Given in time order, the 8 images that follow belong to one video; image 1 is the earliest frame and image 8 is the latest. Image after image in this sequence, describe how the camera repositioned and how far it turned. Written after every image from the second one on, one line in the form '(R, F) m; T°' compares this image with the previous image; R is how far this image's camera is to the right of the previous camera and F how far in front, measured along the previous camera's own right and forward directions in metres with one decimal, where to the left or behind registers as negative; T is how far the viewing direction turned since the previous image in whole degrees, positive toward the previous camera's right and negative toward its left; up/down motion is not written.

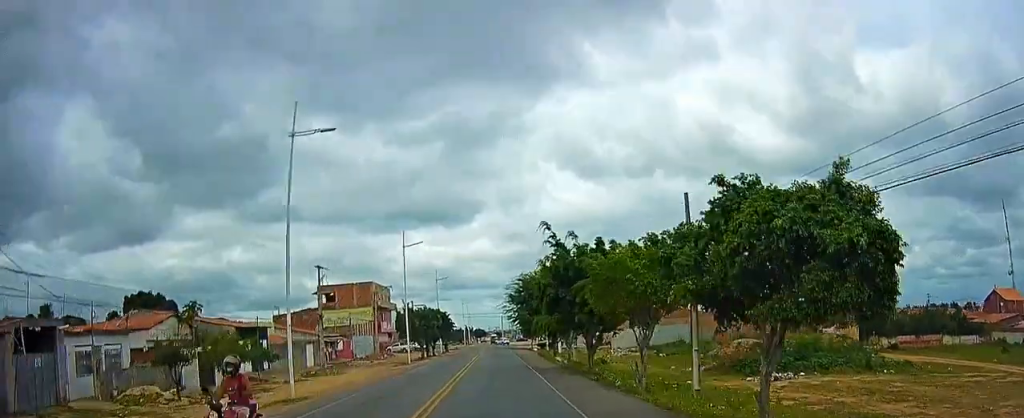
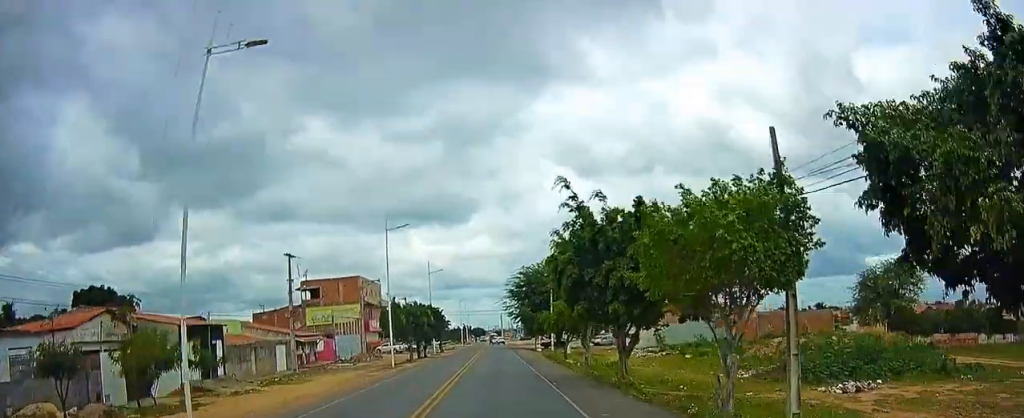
(+0.1, +8.2) m; +1°
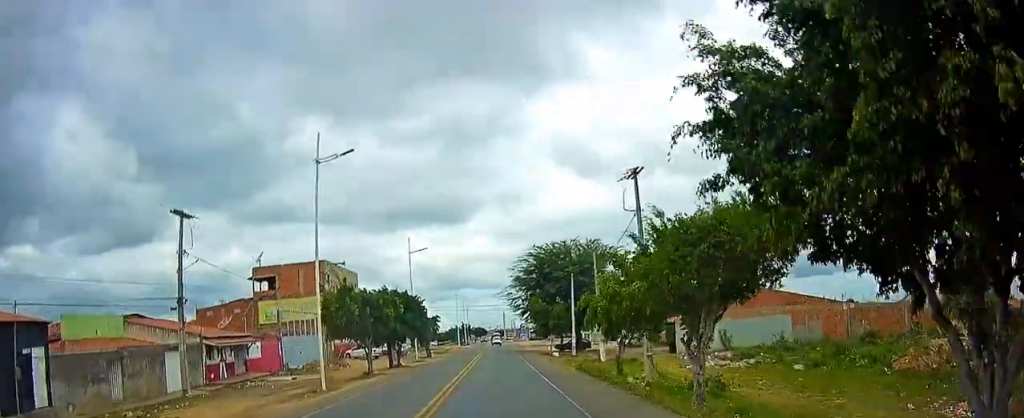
(+0.2, +18.7) m; 0°
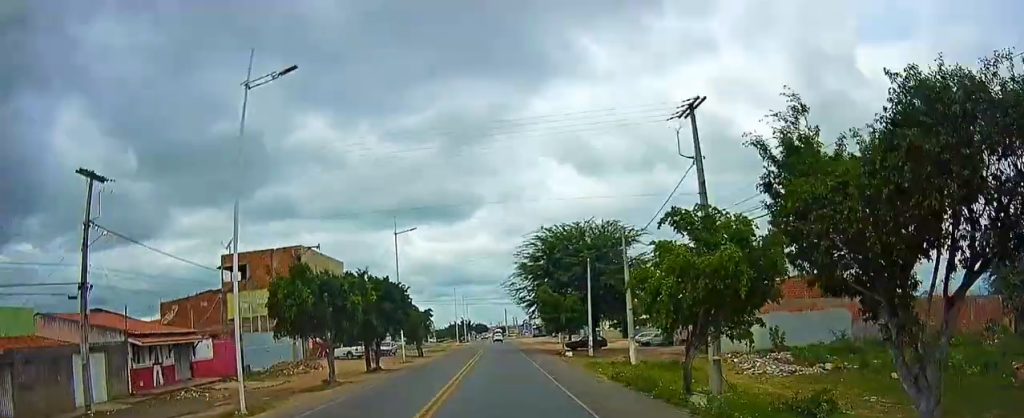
(-0.1, +8.9) m; -1°
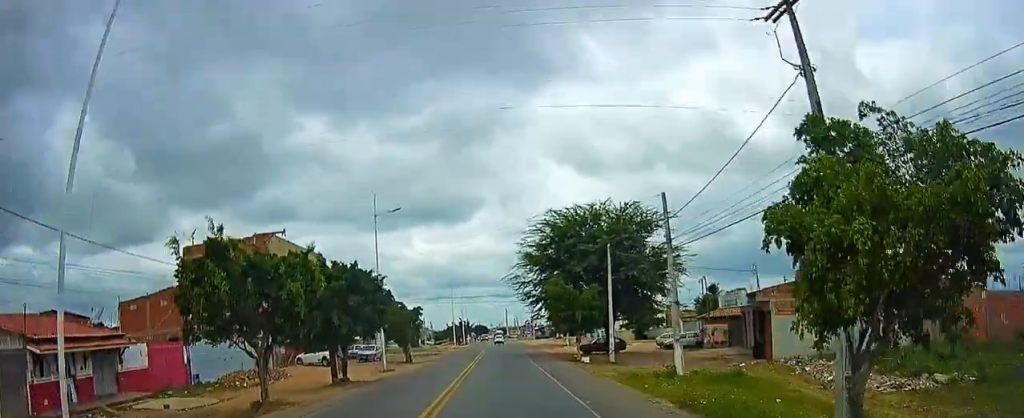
(0.0, +8.4) m; 0°
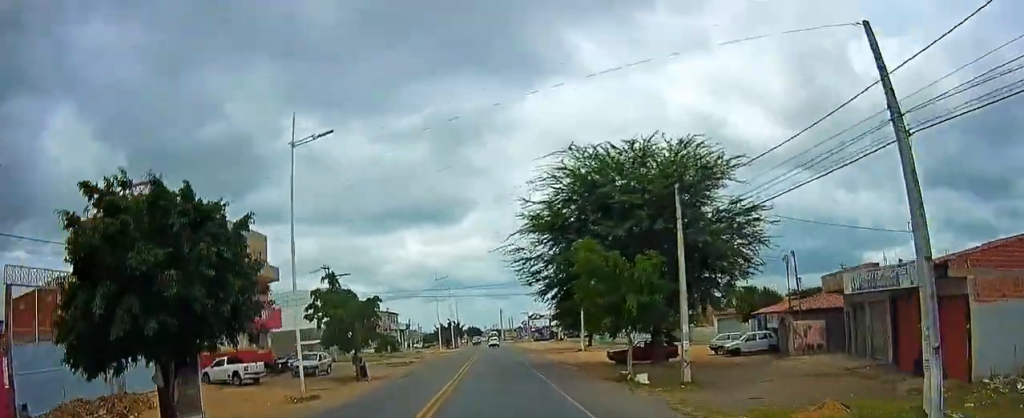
(0.0, +16.2) m; +1°
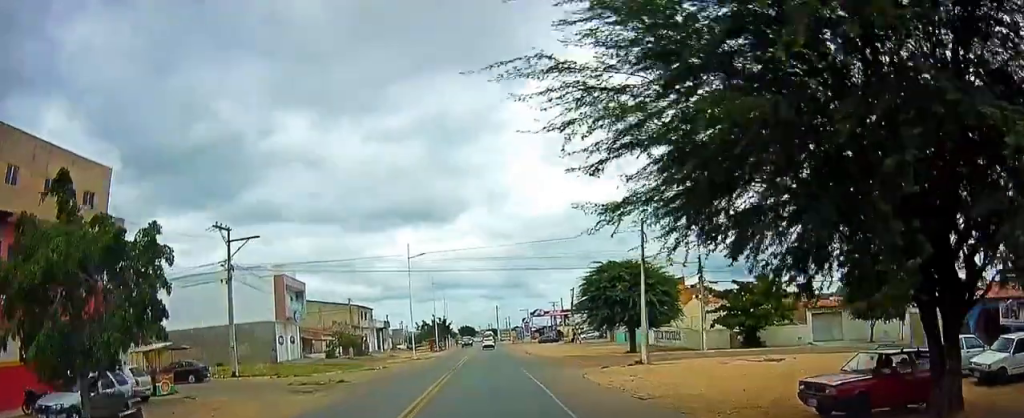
(+0.4, +23.5) m; -1°
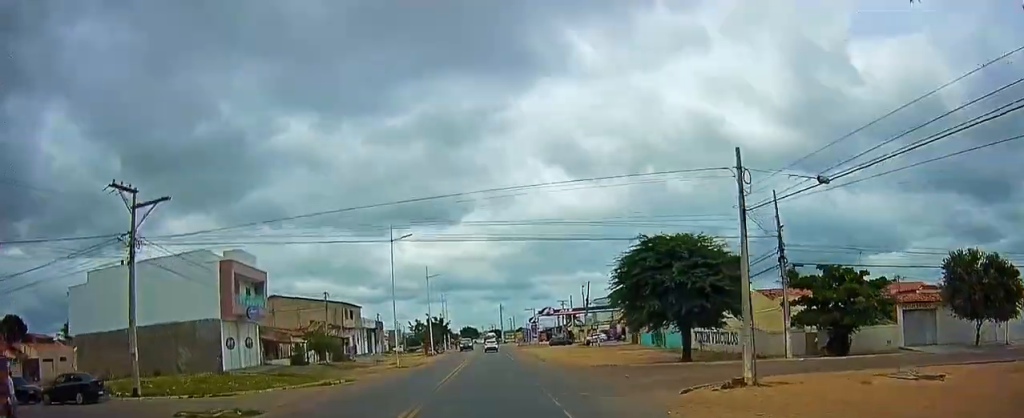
(-0.5, +12.1) m; -2°
